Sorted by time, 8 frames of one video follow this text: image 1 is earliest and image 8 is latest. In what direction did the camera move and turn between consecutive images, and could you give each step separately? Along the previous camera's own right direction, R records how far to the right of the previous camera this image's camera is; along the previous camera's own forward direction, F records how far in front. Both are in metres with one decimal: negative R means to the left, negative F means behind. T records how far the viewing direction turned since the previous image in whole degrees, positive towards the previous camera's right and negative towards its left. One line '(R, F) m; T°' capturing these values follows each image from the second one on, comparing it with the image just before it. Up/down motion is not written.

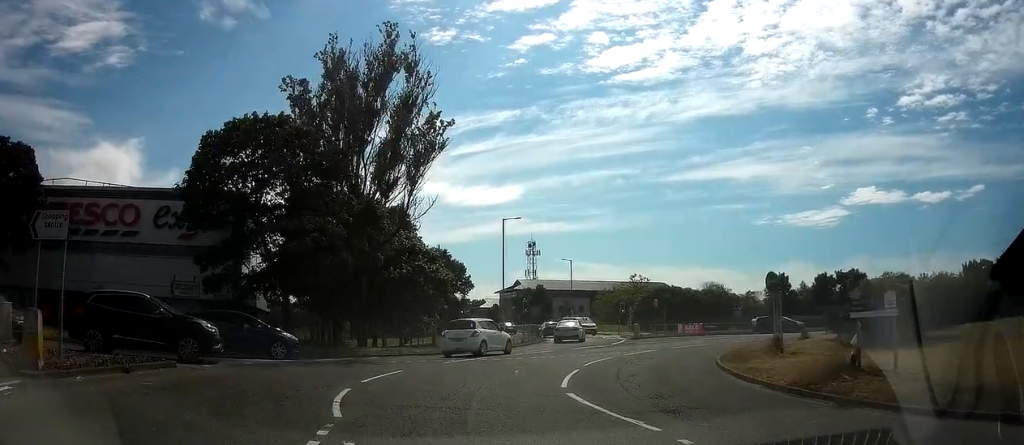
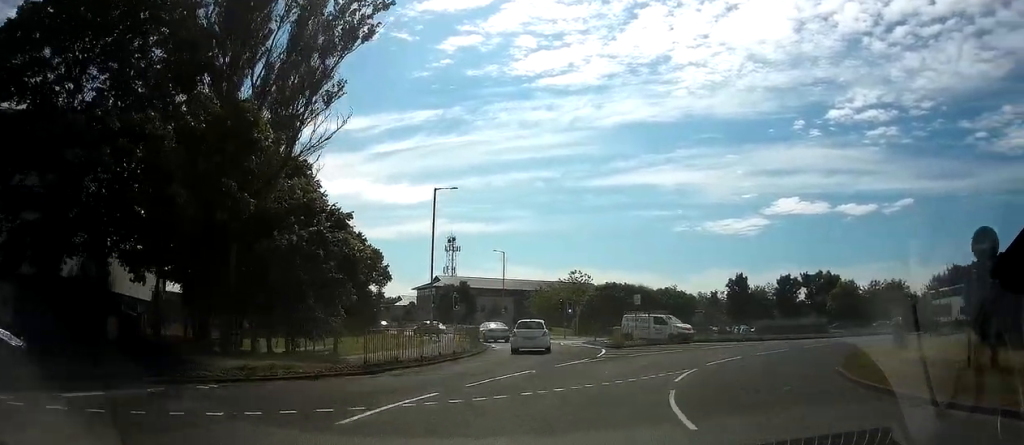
(0.0, +10.9) m; +5°
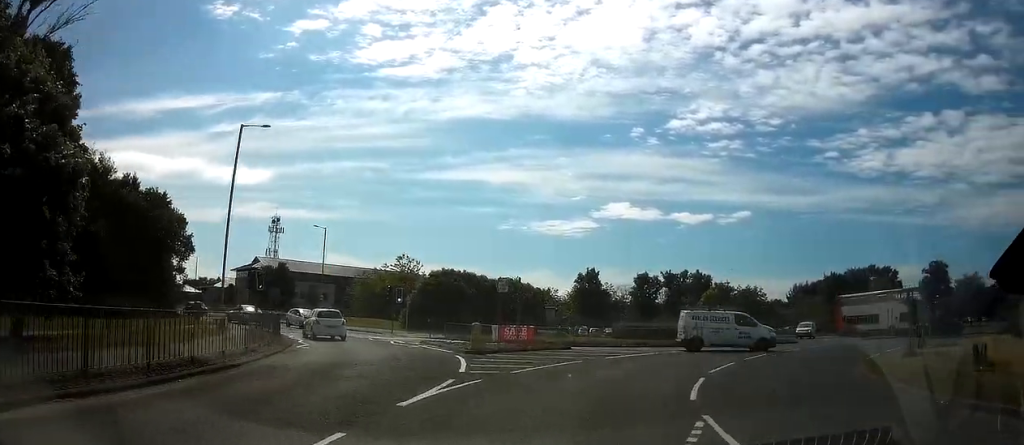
(+0.7, +7.4) m; +12°
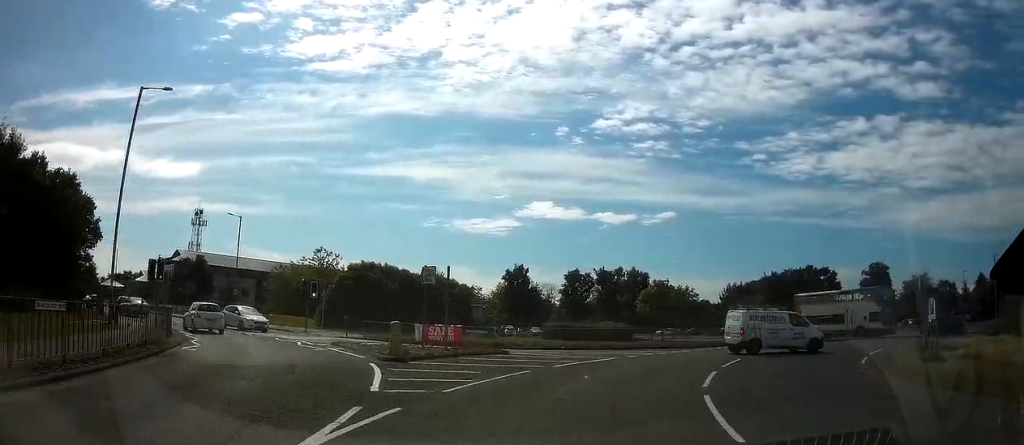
(0.0, +3.3) m; +7°
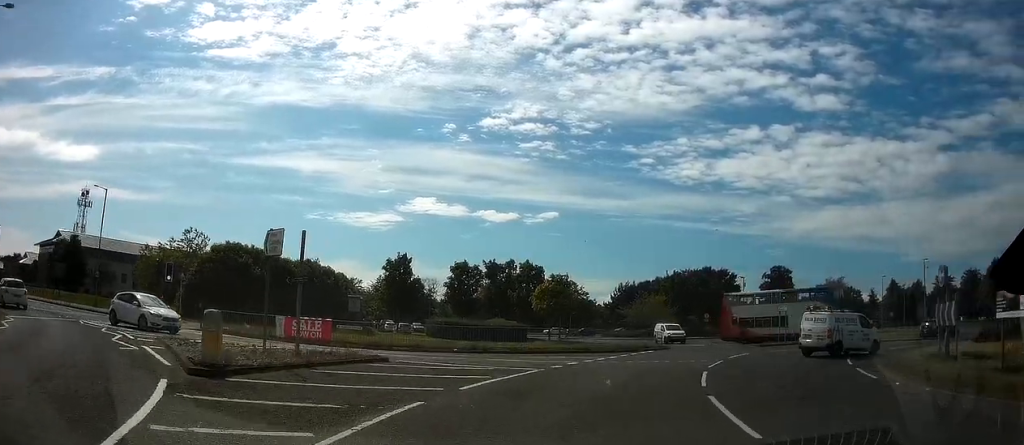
(+0.5, +6.3) m; +10°
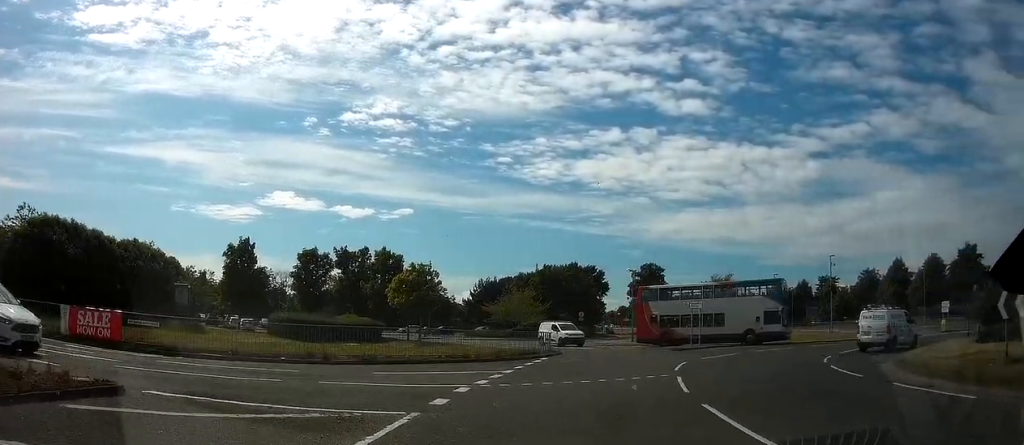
(+0.8, +7.6) m; +14°
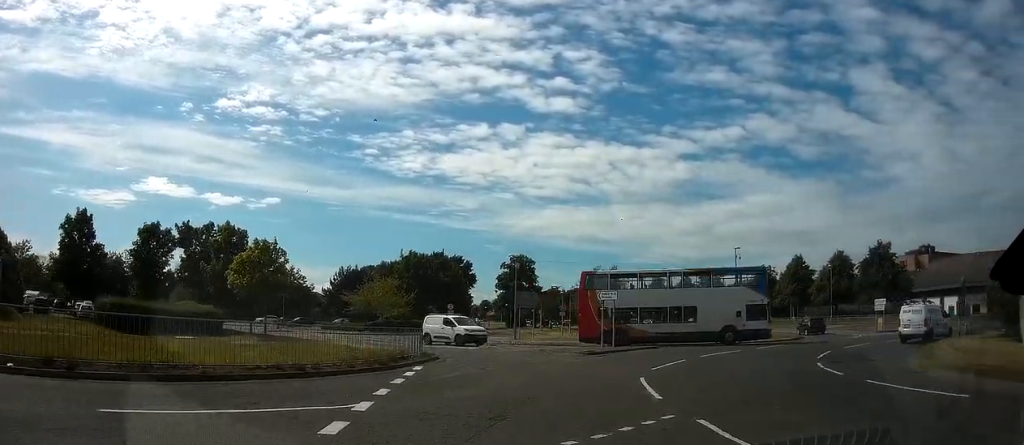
(+1.0, +7.5) m; +12°
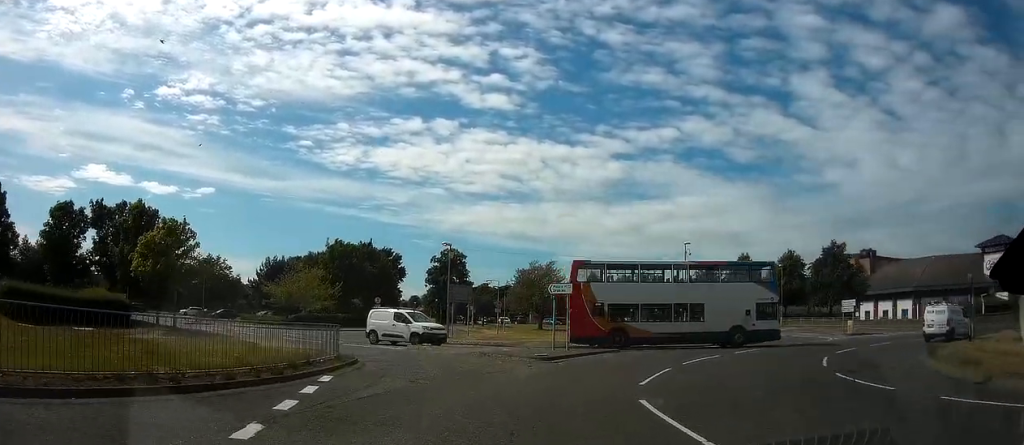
(+0.2, +4.2) m; +7°
